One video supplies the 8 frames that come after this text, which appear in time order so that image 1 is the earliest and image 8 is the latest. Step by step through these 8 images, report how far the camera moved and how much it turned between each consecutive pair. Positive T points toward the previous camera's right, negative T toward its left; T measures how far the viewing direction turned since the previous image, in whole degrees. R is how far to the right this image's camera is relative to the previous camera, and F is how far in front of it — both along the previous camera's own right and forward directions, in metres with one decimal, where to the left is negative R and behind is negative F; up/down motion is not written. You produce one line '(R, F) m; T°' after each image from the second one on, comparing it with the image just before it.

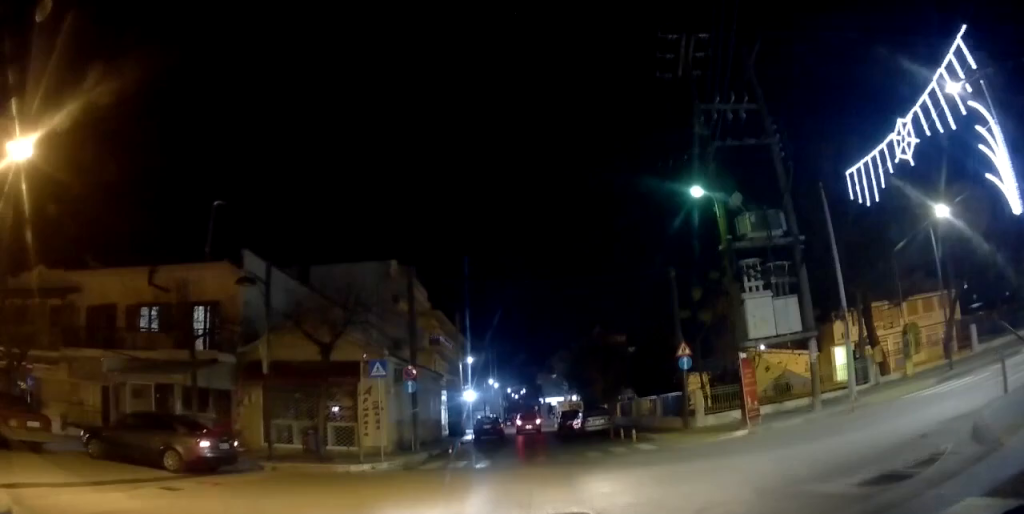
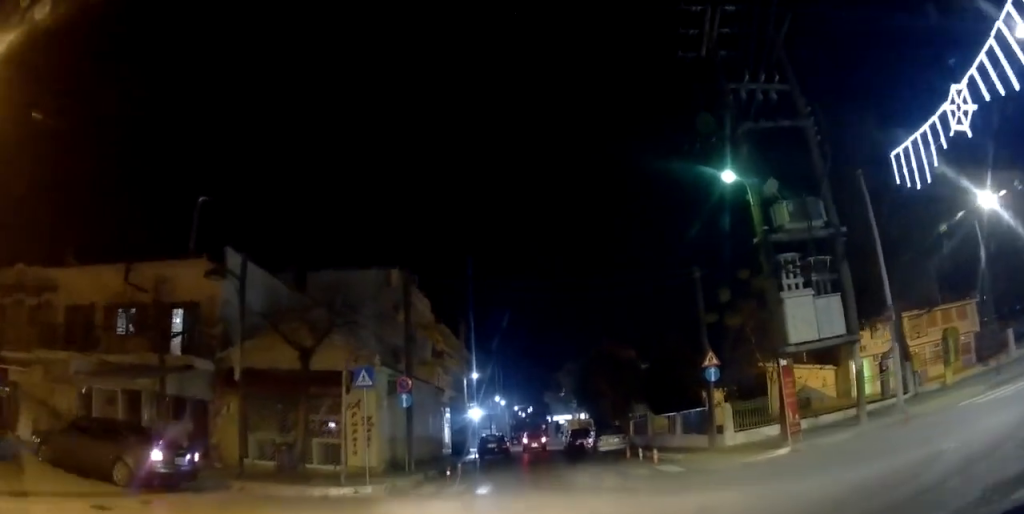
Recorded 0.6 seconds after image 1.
(+0.1, +2.7) m; +1°
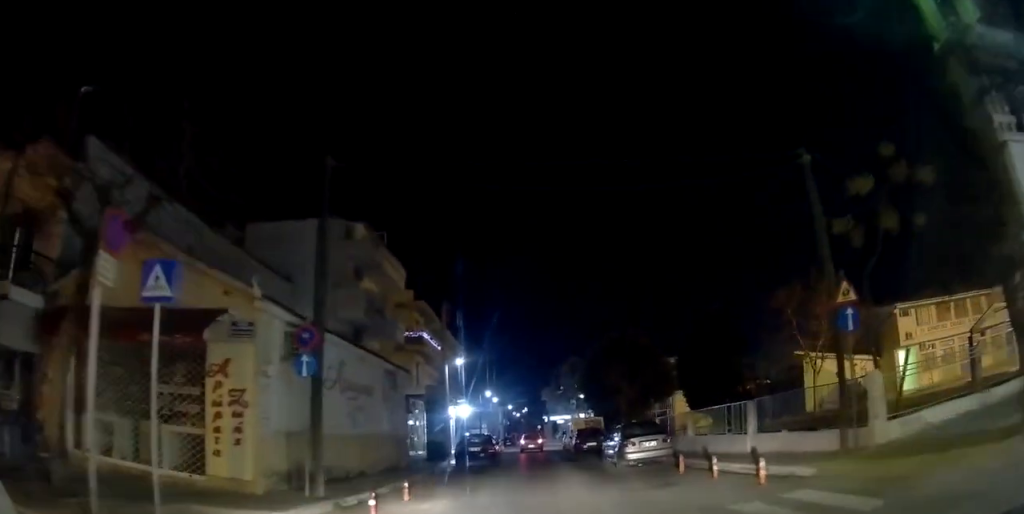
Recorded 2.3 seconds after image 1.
(0.0, +8.1) m; 0°
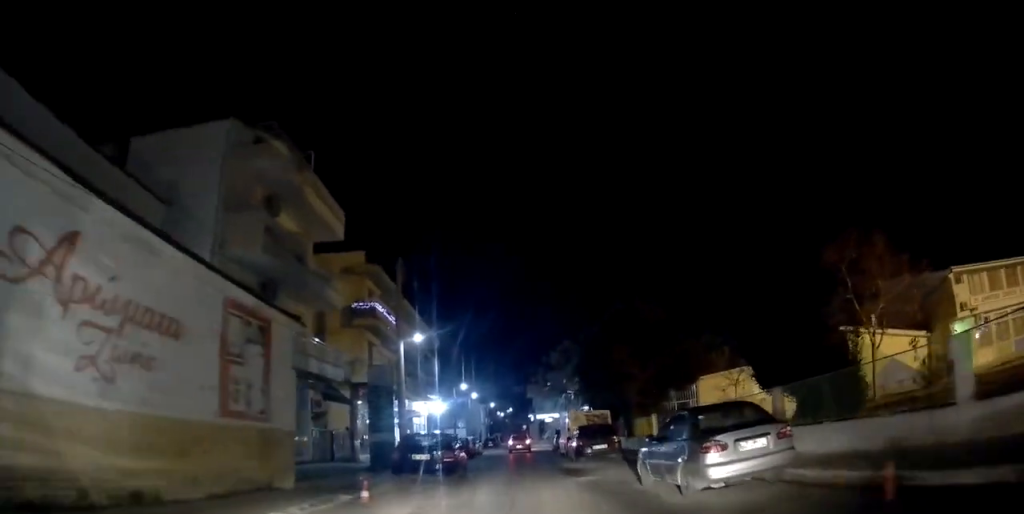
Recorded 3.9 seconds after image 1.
(-0.1, +9.2) m; 0°
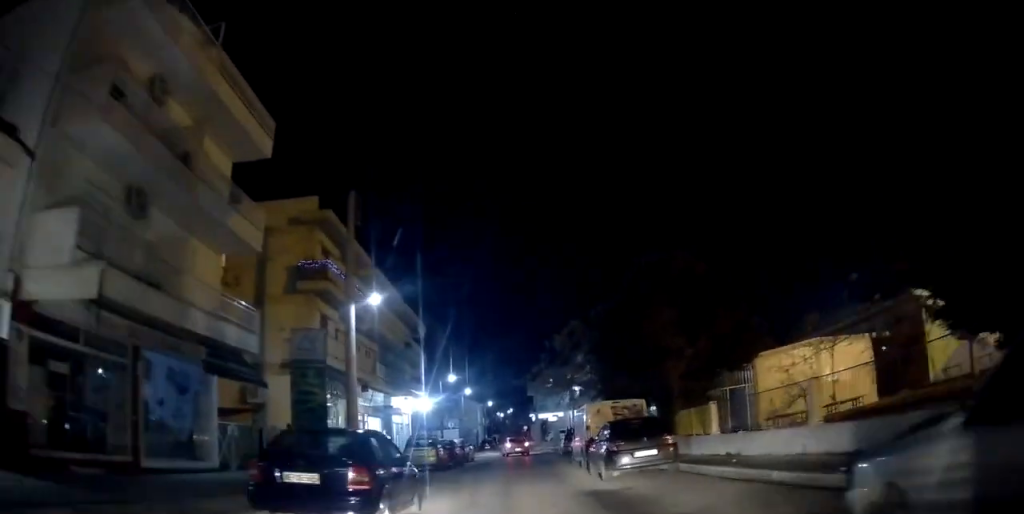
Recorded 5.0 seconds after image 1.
(+0.1, +7.8) m; 0°
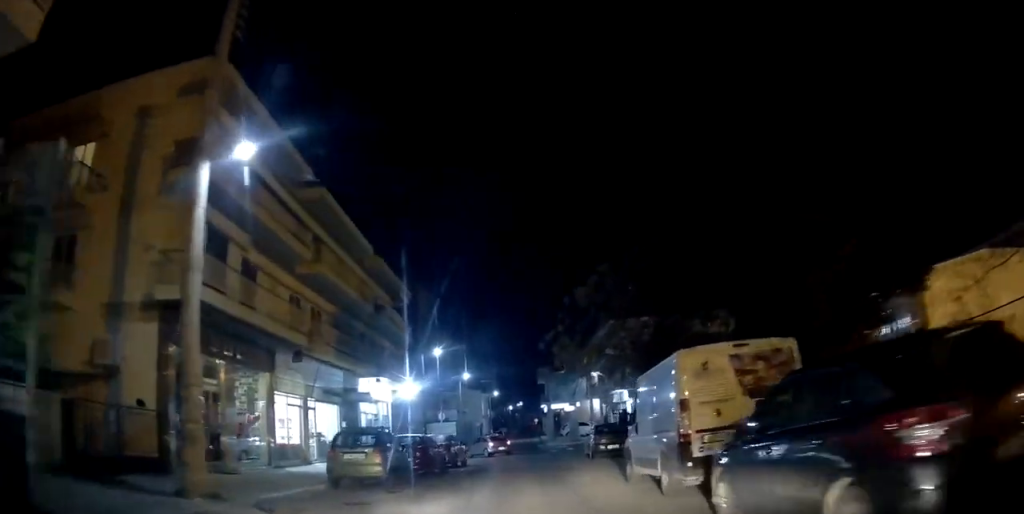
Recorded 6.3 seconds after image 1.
(-0.1, +9.7) m; -1°
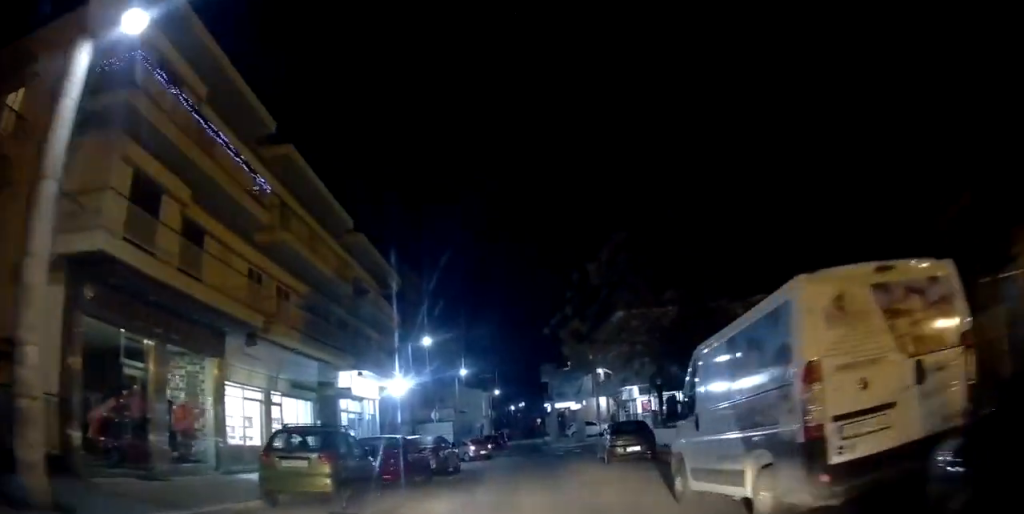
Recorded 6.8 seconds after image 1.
(0.0, +3.6) m; 0°
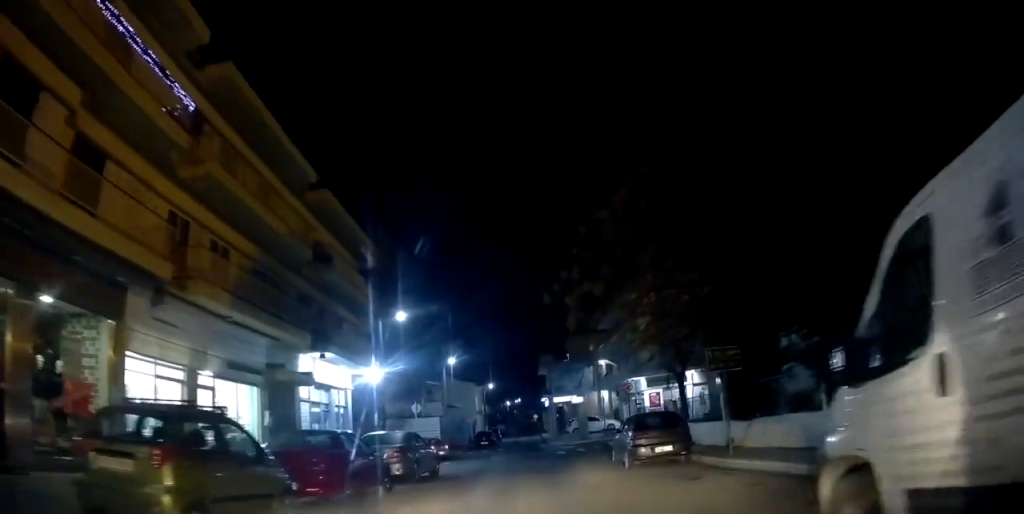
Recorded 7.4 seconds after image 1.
(0.0, +4.4) m; 0°
